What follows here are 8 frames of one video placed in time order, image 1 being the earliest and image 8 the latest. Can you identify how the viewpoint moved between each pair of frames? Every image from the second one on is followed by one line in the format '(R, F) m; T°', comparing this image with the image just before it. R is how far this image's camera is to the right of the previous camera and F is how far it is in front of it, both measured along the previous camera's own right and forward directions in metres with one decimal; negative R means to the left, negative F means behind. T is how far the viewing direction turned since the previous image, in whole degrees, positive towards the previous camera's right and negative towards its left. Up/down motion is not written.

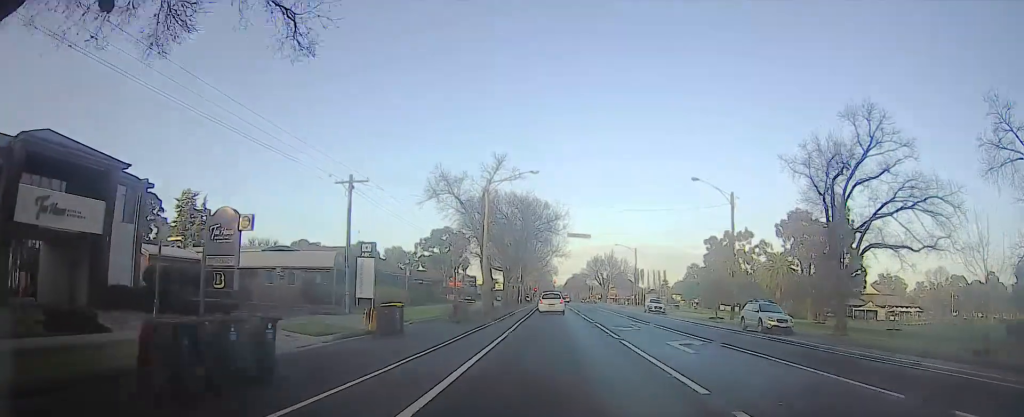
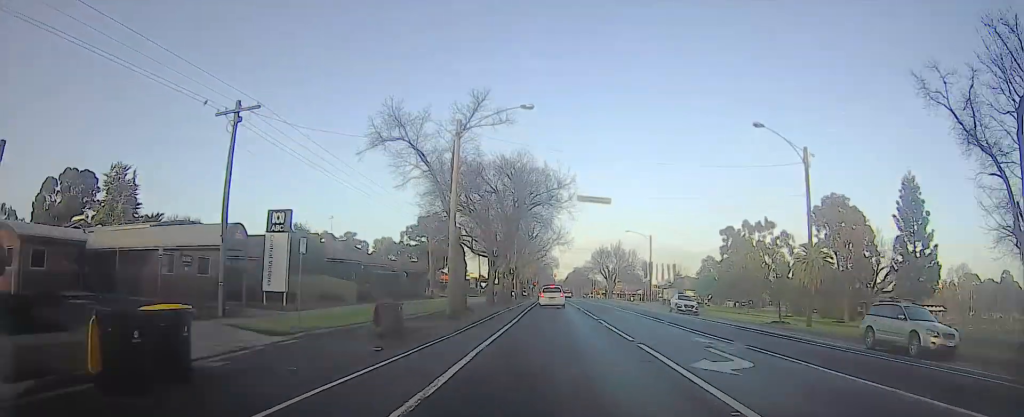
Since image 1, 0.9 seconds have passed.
(-0.3, +12.3) m; +2°
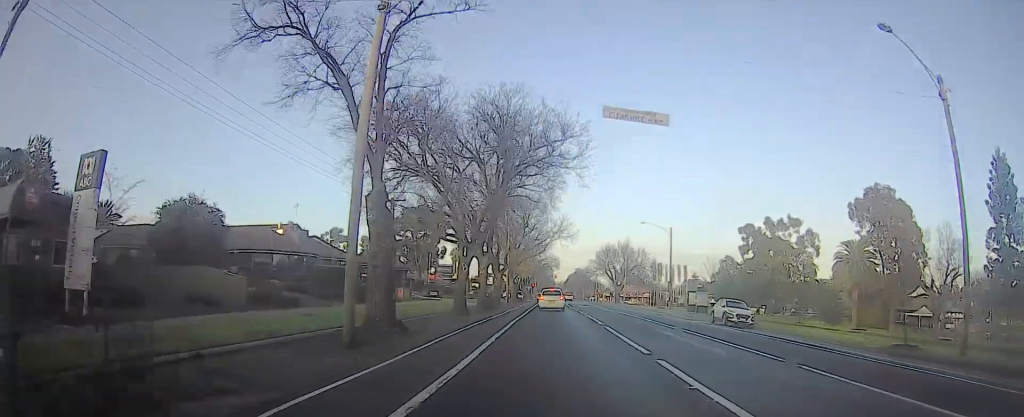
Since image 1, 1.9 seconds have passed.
(+0.6, +12.0) m; 0°
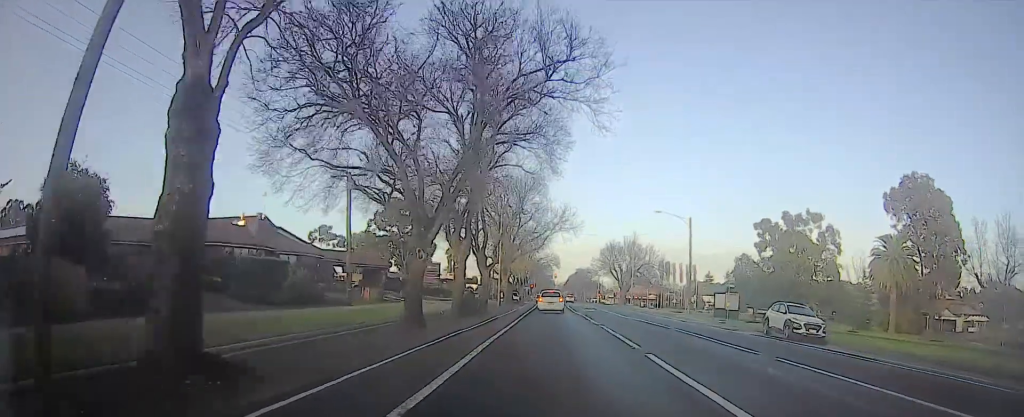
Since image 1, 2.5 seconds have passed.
(-0.3, +8.5) m; -2°
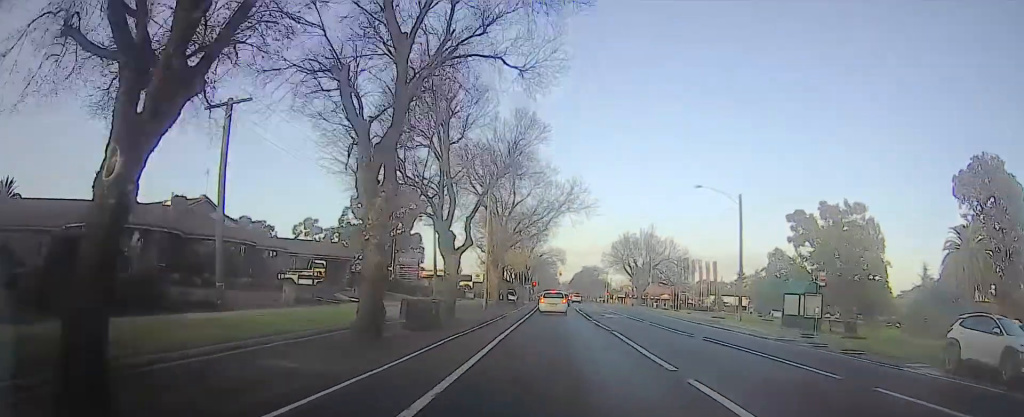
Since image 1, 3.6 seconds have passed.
(-0.5, +12.9) m; 0°
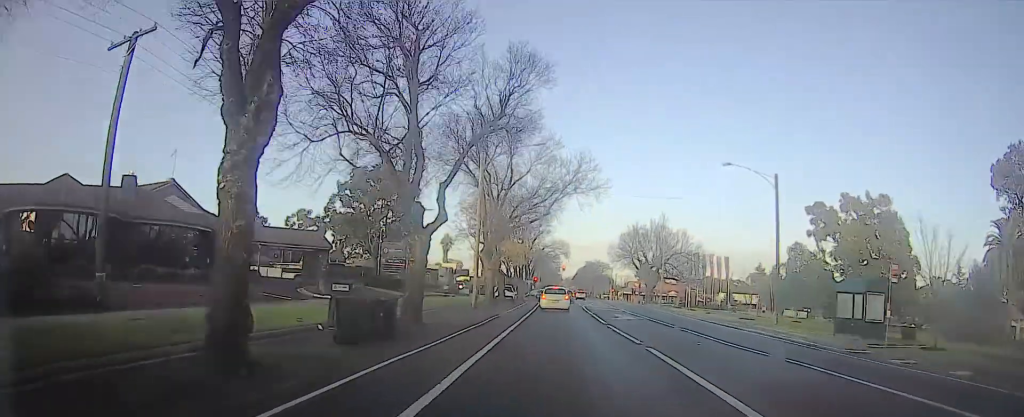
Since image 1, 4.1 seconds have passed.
(-0.3, +6.0) m; +2°
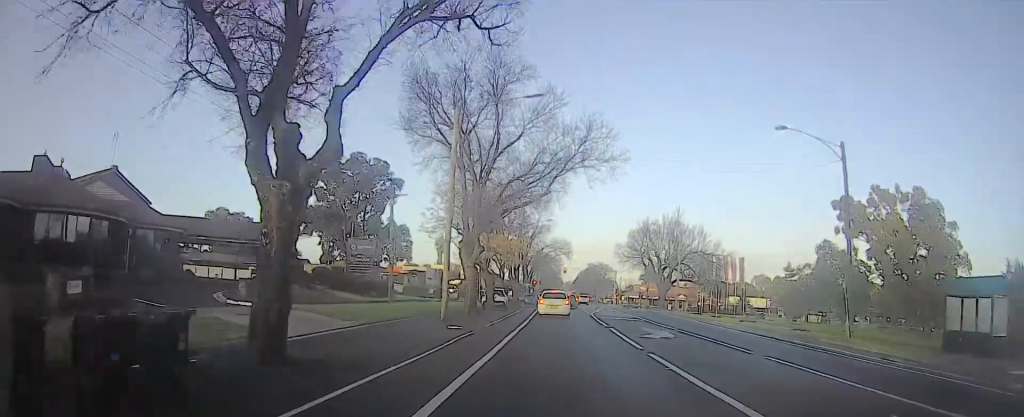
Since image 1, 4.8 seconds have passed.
(+0.8, +8.4) m; 0°
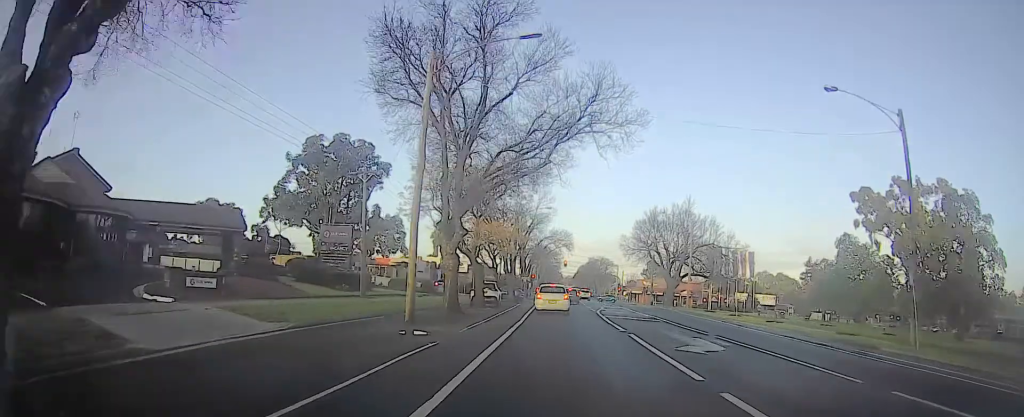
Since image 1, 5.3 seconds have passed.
(0.0, +5.1) m; -1°
